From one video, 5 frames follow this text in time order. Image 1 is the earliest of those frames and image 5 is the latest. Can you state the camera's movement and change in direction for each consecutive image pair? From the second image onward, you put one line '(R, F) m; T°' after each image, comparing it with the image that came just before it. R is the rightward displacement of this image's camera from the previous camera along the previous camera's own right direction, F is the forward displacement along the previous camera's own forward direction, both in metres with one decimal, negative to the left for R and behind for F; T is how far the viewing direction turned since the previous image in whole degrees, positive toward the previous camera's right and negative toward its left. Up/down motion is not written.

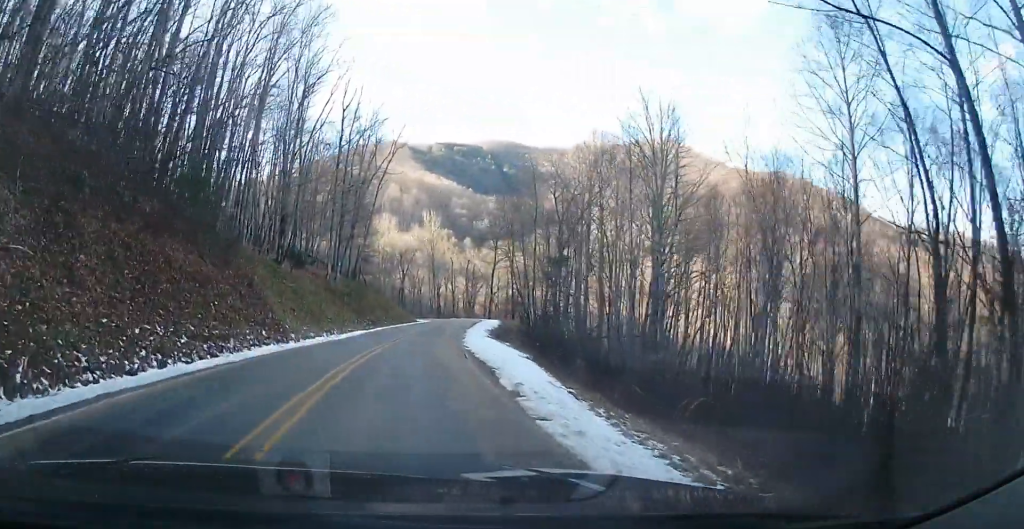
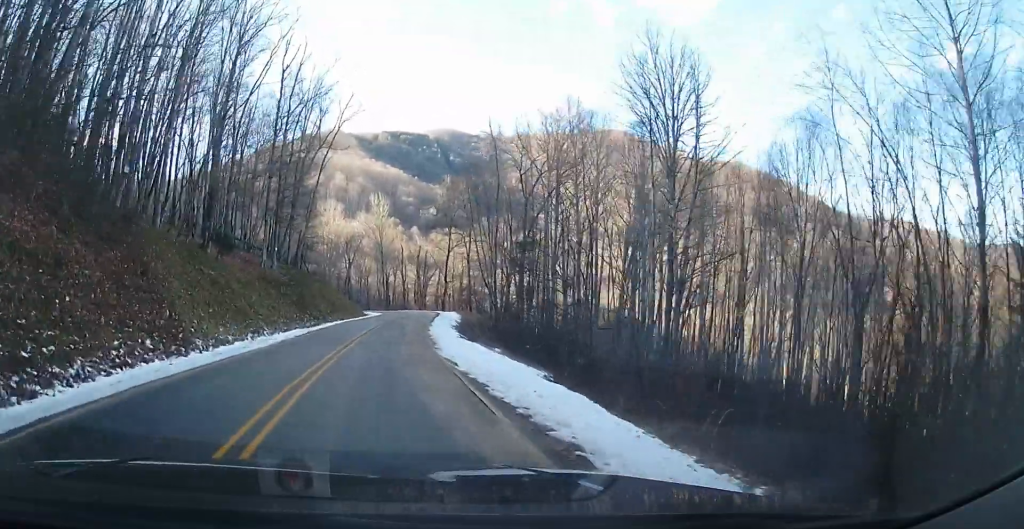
(+0.3, +8.5) m; +5°
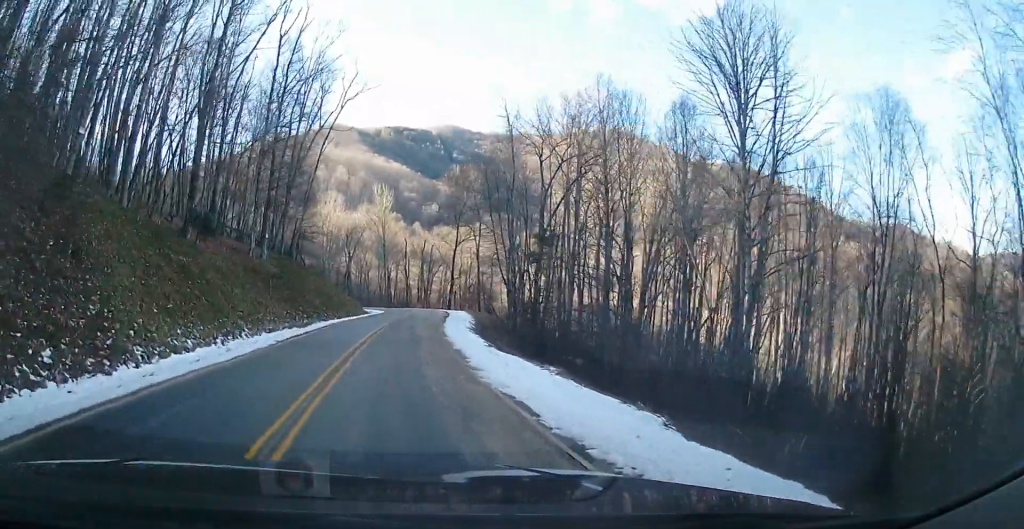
(+0.3, +5.9) m; +6°
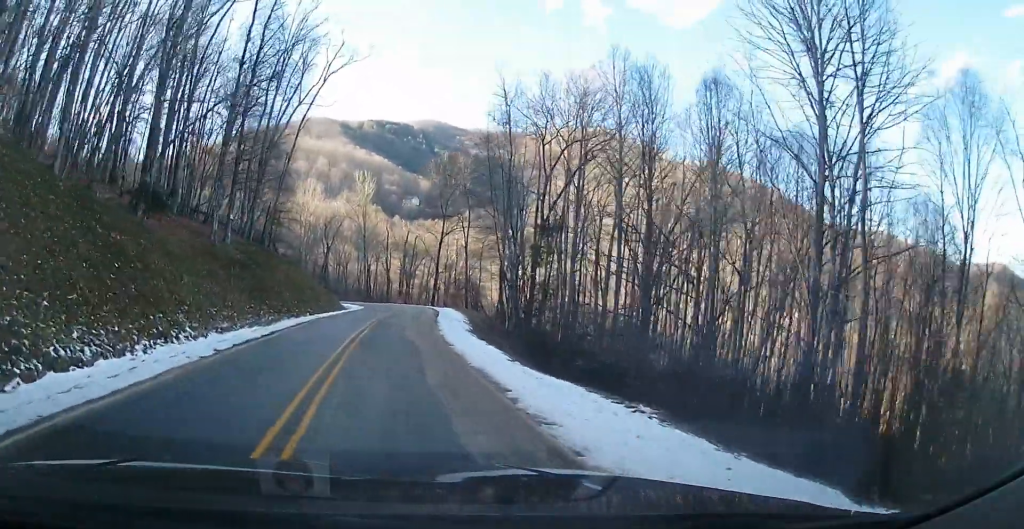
(+0.3, +6.2) m; -2°
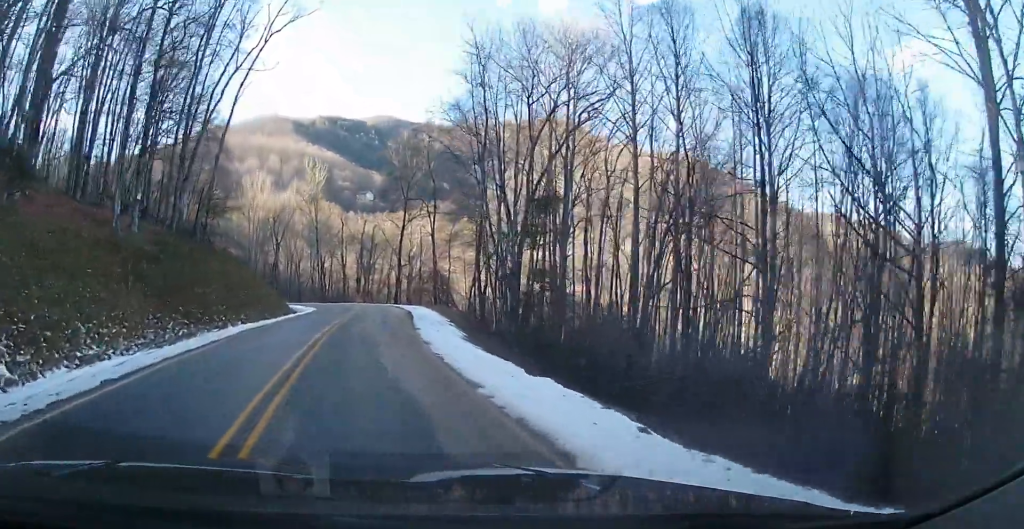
(0.0, +9.6) m; +3°
